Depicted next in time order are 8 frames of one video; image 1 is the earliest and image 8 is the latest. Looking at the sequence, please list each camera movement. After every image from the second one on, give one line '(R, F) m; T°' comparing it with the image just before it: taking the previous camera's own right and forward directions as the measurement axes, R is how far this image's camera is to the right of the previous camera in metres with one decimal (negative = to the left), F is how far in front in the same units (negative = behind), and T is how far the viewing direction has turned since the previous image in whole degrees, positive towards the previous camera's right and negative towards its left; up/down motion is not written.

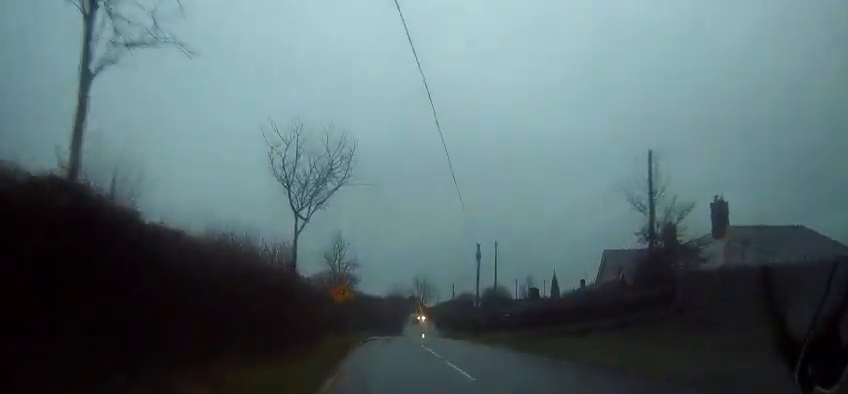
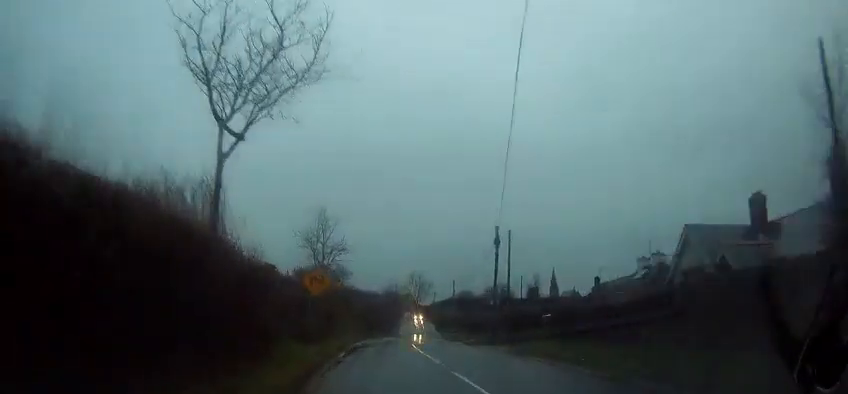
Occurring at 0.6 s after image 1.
(0.0, +8.6) m; 0°
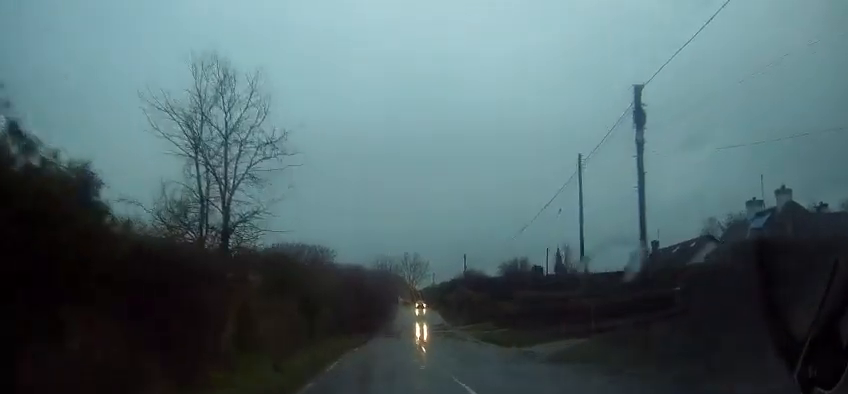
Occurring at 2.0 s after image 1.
(0.0, +20.8) m; 0°
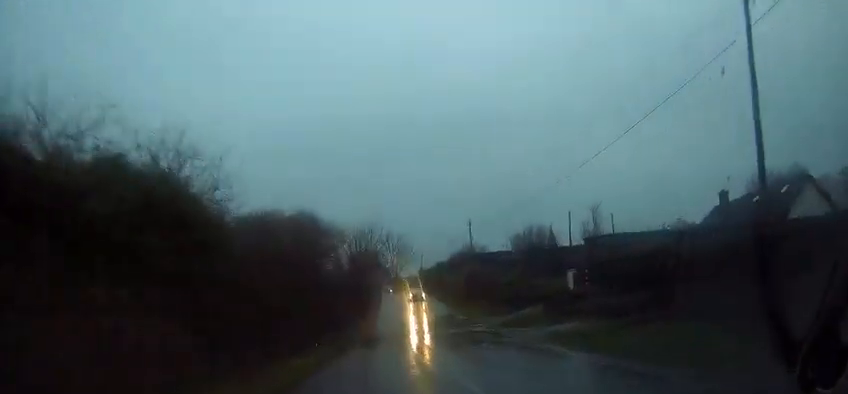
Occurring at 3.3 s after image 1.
(+0.2, +17.3) m; +3°
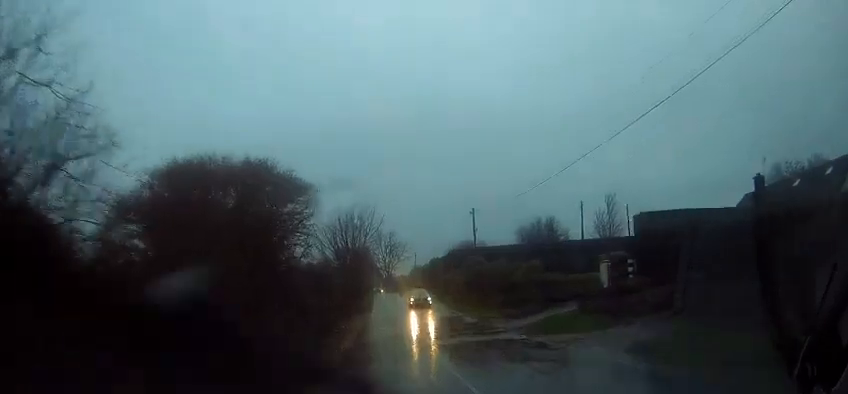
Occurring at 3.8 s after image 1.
(+0.2, +6.4) m; +1°
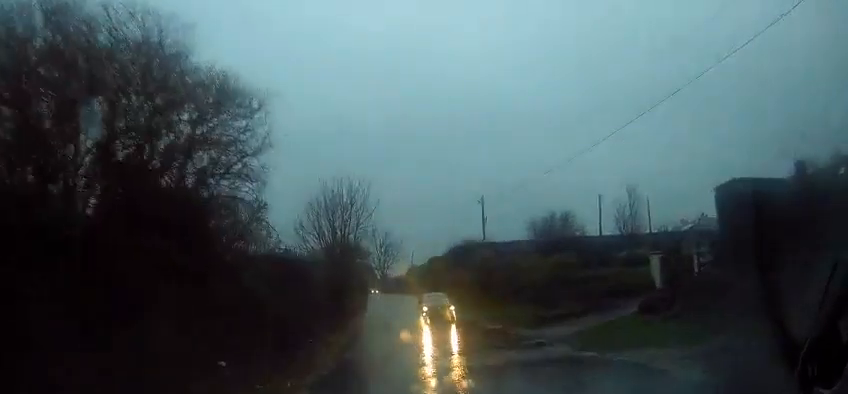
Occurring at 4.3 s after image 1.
(+0.1, +6.0) m; +1°
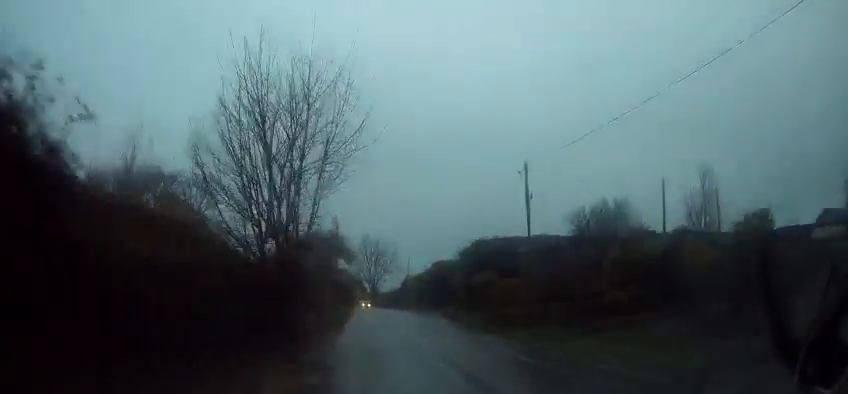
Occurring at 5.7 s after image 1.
(+0.1, +13.8) m; 0°
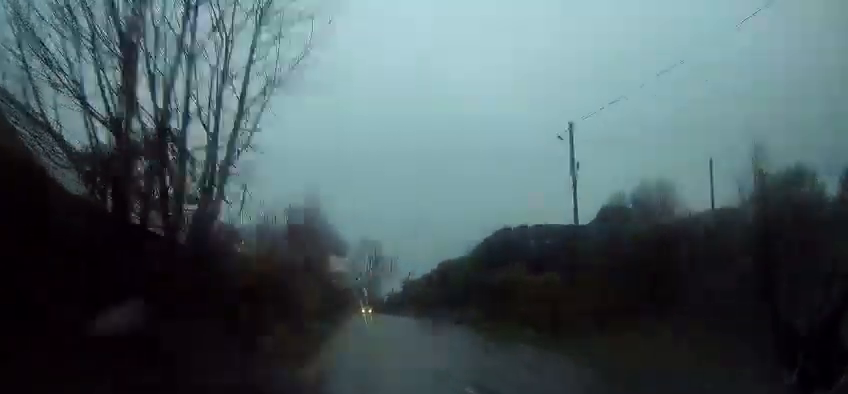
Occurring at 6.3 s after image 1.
(0.0, +6.7) m; 0°
